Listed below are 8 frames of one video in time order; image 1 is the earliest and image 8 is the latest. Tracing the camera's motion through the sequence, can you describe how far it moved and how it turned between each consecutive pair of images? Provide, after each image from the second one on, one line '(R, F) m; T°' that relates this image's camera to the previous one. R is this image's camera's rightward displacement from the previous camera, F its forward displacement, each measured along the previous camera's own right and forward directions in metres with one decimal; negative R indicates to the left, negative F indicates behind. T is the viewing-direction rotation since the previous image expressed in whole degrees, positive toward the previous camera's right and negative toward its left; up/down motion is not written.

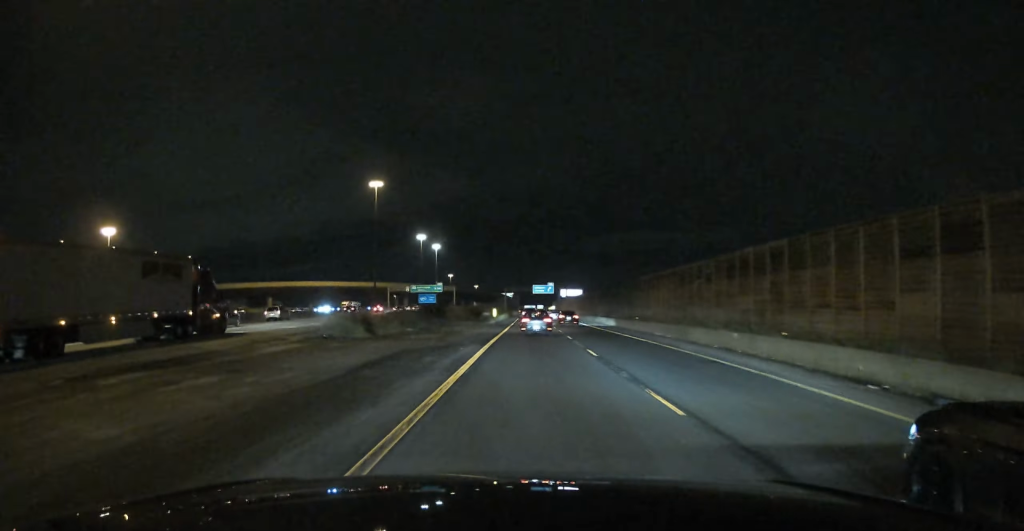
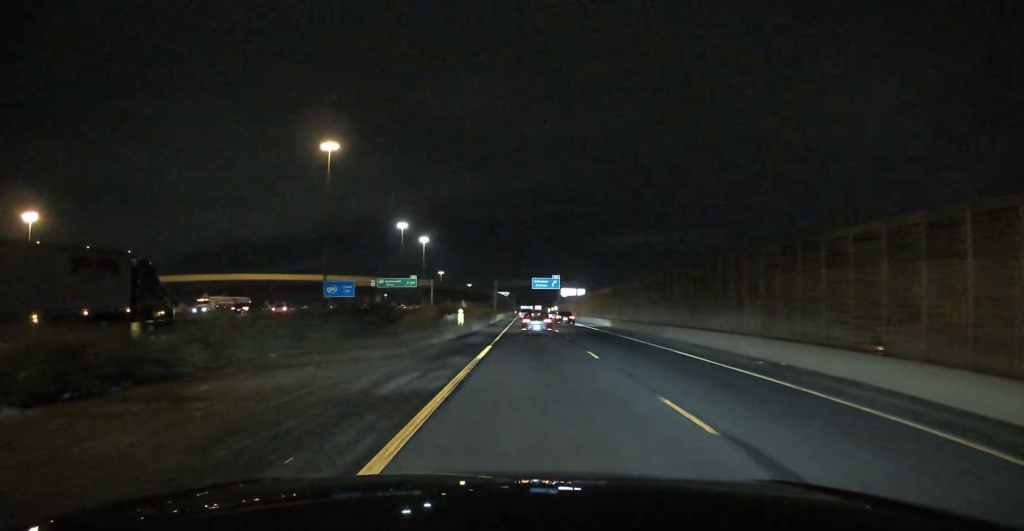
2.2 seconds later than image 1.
(0.0, +47.1) m; 0°
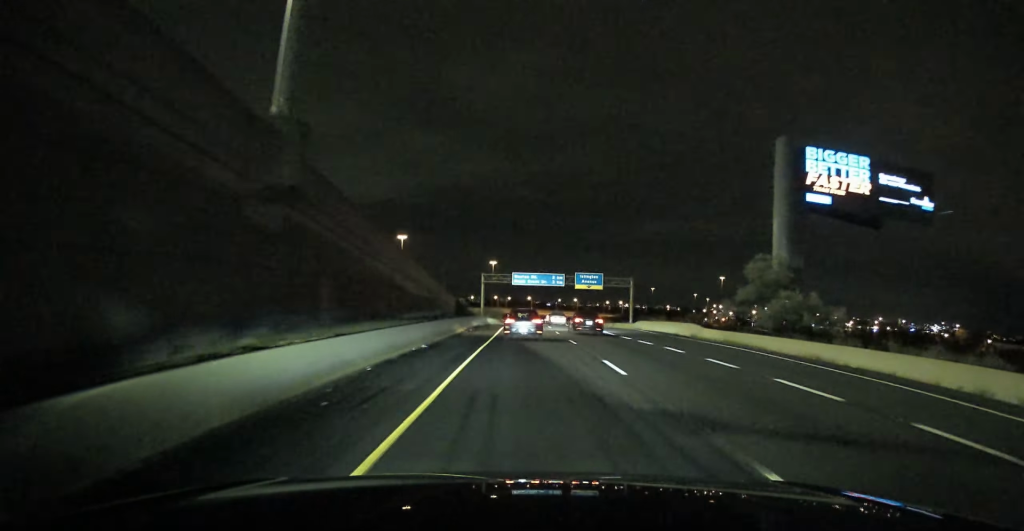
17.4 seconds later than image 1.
(+1.3, +345.3) m; 0°
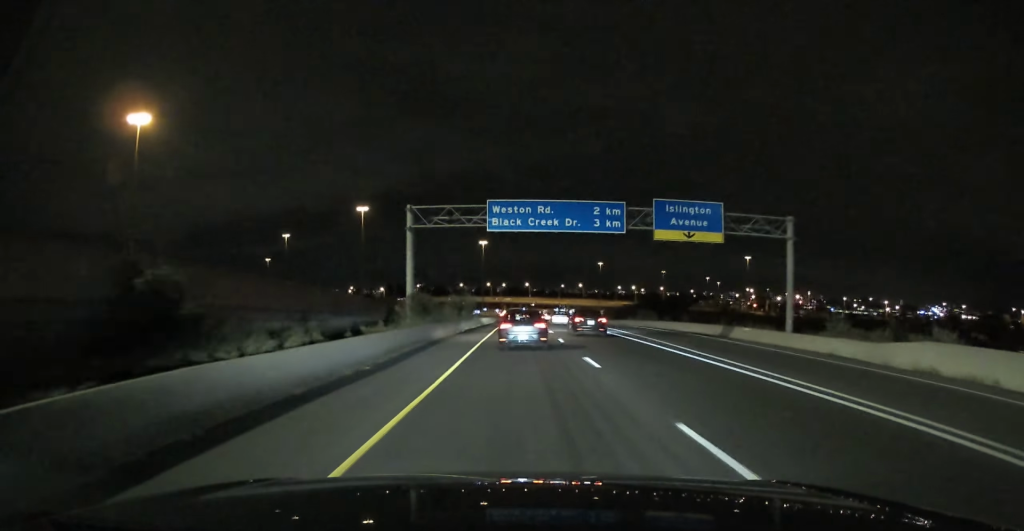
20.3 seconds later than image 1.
(+0.3, +64.4) m; 0°
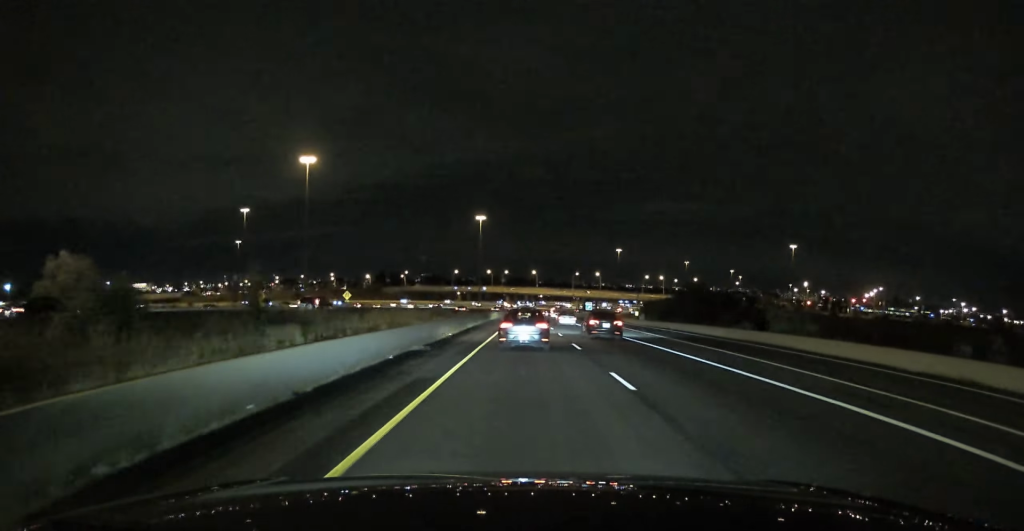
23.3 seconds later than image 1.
(-0.3, +69.2) m; +1°
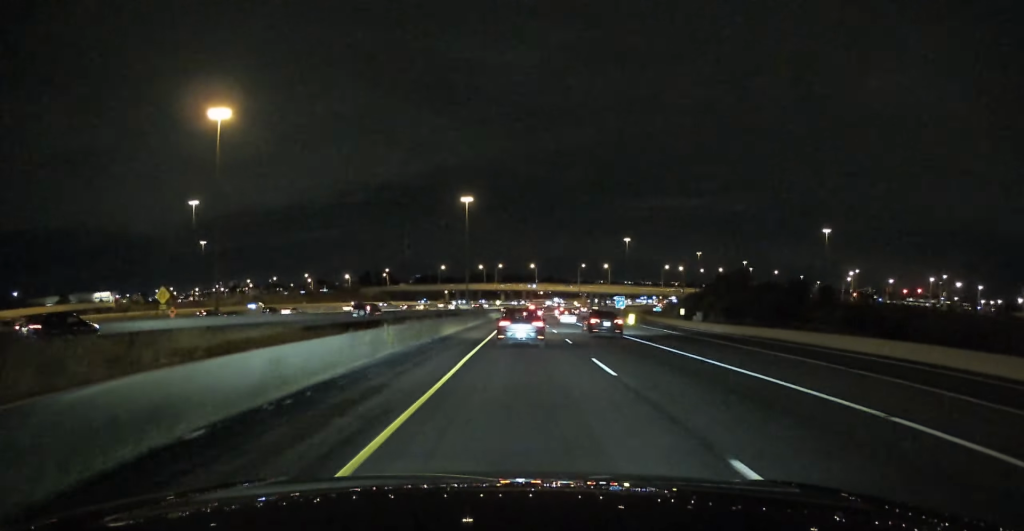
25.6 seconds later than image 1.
(-1.1, +50.1) m; +1°
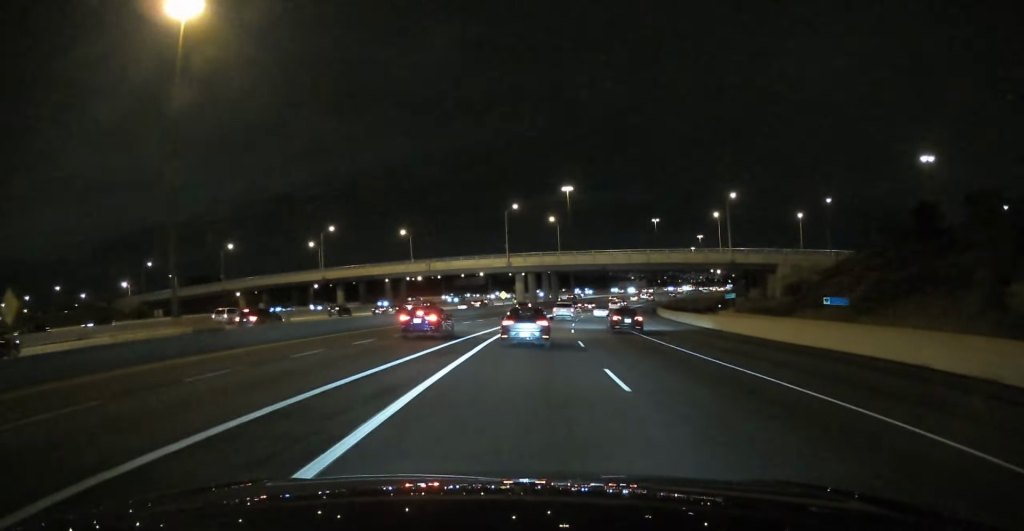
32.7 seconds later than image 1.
(+11.8, +156.0) m; +12°
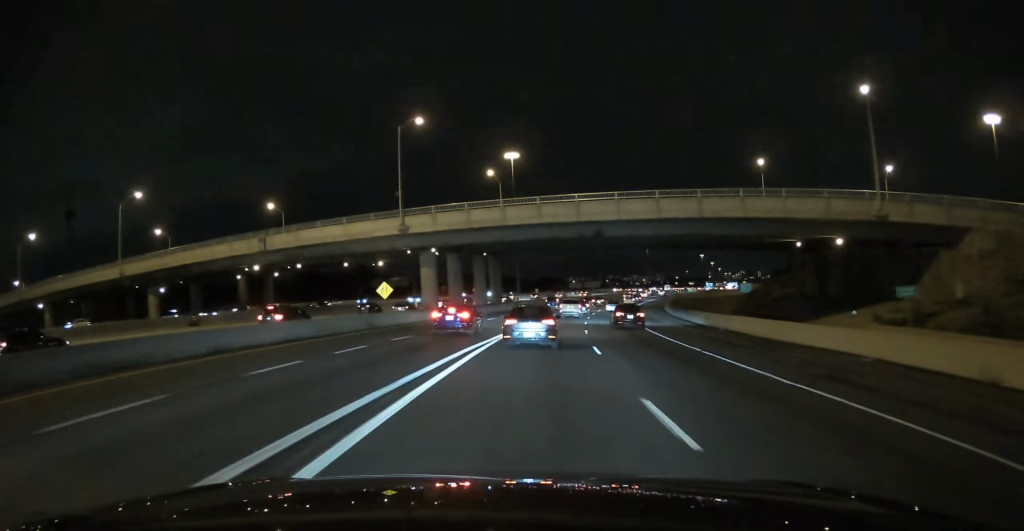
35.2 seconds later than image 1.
(+2.7, +55.5) m; +6°
